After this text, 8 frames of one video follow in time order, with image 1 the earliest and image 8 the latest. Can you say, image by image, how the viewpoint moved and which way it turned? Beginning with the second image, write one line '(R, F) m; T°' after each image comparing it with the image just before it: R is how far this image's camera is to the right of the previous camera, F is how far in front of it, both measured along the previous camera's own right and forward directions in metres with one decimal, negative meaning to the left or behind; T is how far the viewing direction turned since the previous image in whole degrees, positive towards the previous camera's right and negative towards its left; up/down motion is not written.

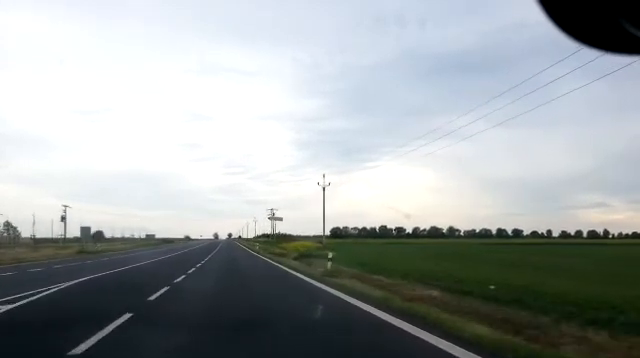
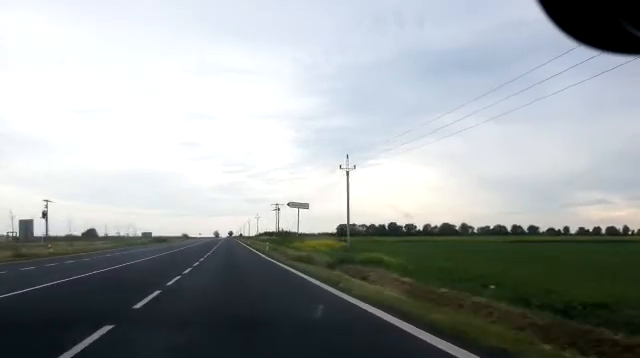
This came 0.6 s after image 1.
(0.0, +14.7) m; 0°
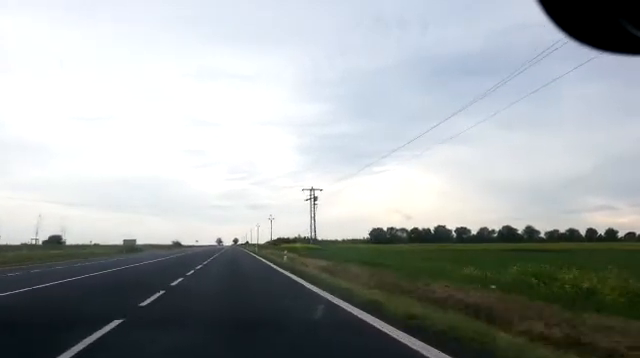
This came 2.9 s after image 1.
(-0.5, +53.9) m; 0°
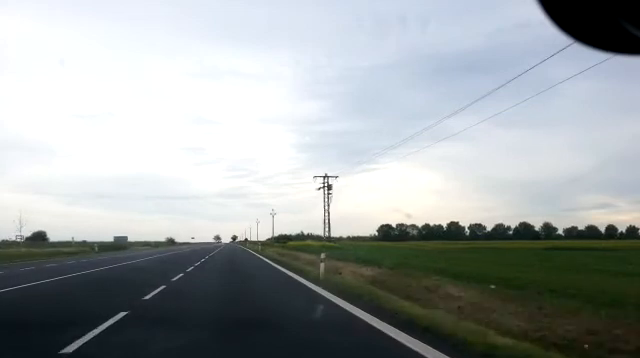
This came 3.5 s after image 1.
(+0.1, +13.2) m; 0°
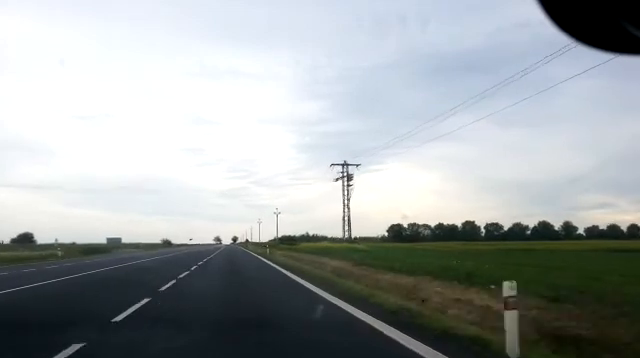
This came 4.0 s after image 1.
(+0.1, +11.6) m; 0°
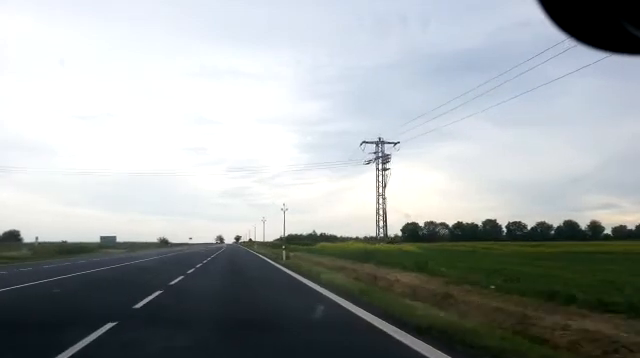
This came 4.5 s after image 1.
(0.0, +12.3) m; 0°
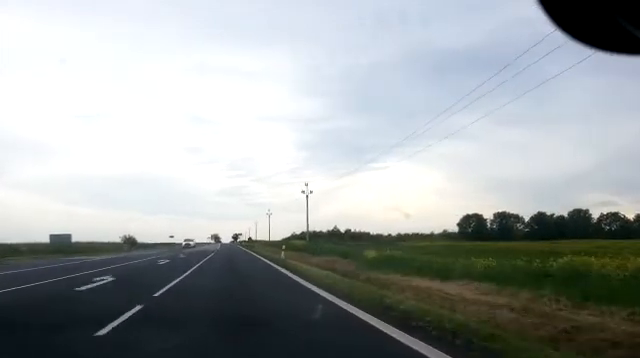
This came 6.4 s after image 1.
(-0.2, +43.3) m; 0°
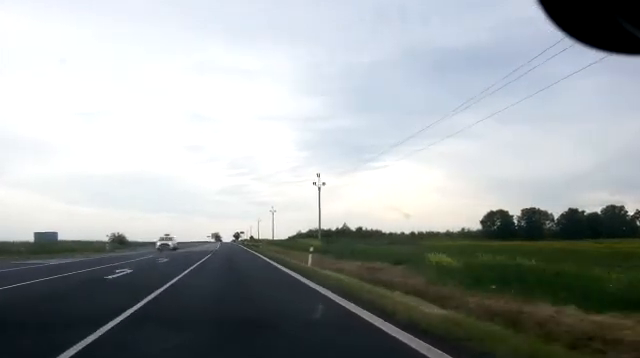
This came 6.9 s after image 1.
(+0.3, +10.5) m; 0°
